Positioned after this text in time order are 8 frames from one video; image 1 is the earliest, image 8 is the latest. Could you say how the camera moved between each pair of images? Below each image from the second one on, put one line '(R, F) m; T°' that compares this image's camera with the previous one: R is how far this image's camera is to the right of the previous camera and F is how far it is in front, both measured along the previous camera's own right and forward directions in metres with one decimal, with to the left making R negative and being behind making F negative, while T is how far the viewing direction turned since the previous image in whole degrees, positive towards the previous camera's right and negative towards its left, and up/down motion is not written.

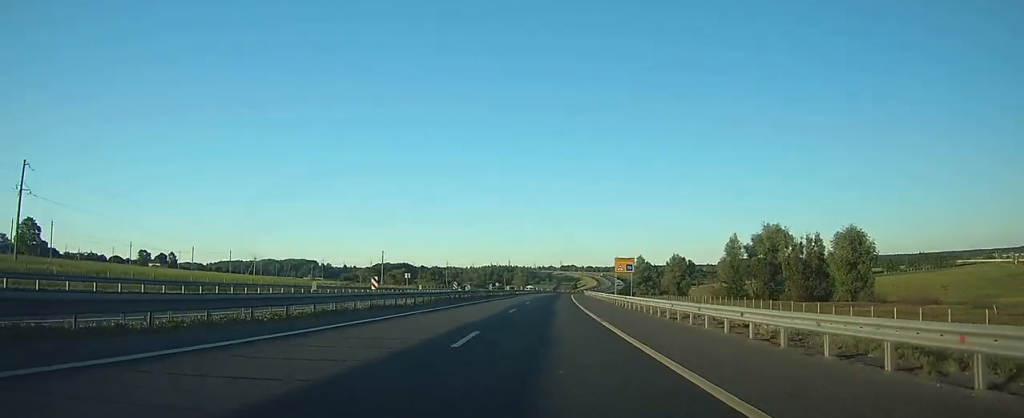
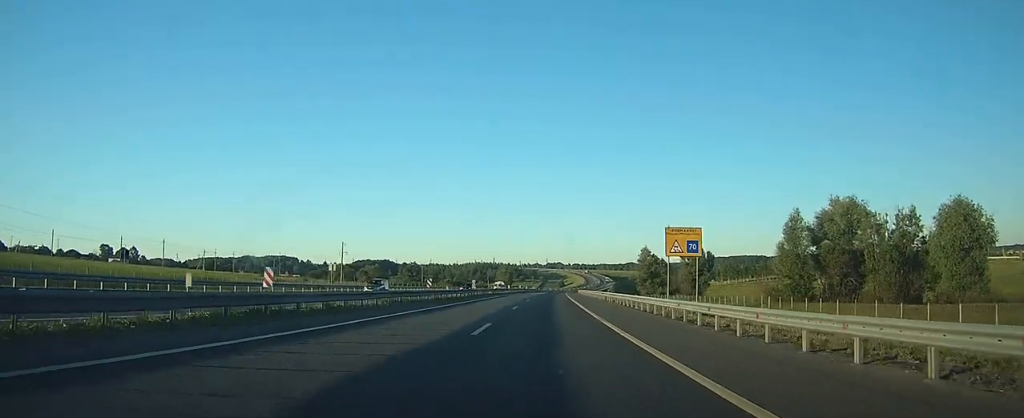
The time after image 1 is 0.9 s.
(+0.3, +29.1) m; +1°
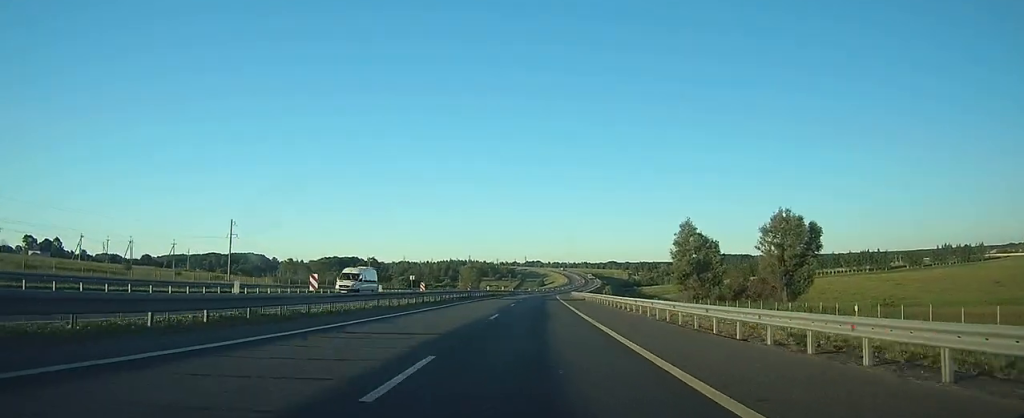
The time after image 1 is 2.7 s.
(+1.3, +56.7) m; +3°
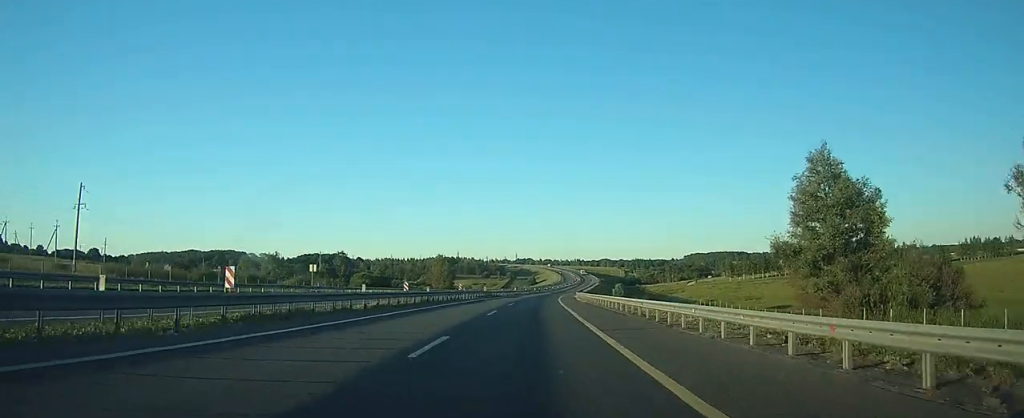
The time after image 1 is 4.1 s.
(+0.6, +44.5) m; +1°
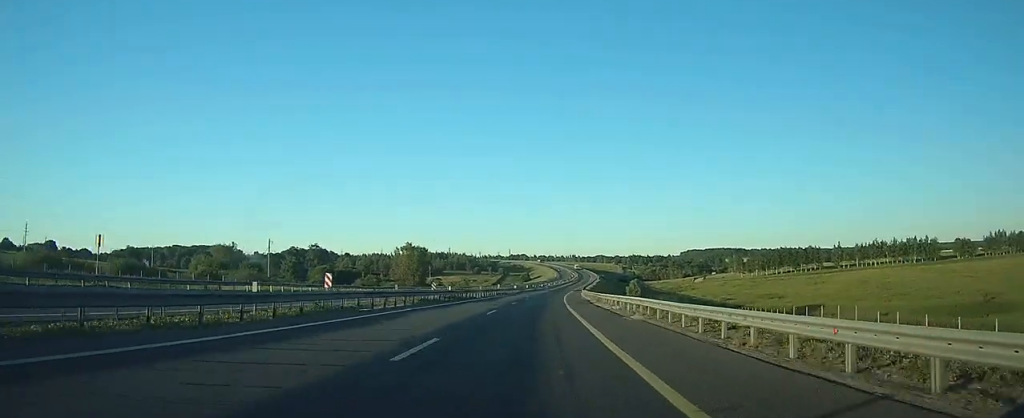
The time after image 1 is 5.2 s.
(+0.3, +32.8) m; +1°
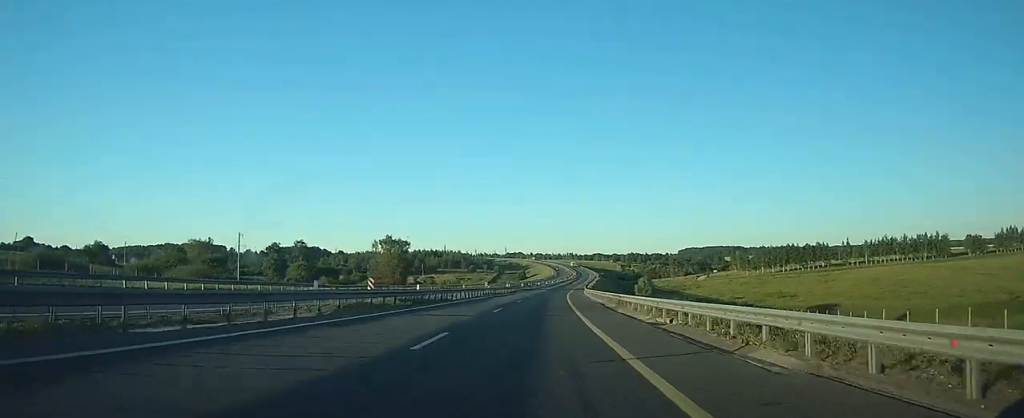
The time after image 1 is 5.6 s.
(0.0, +14.8) m; 0°
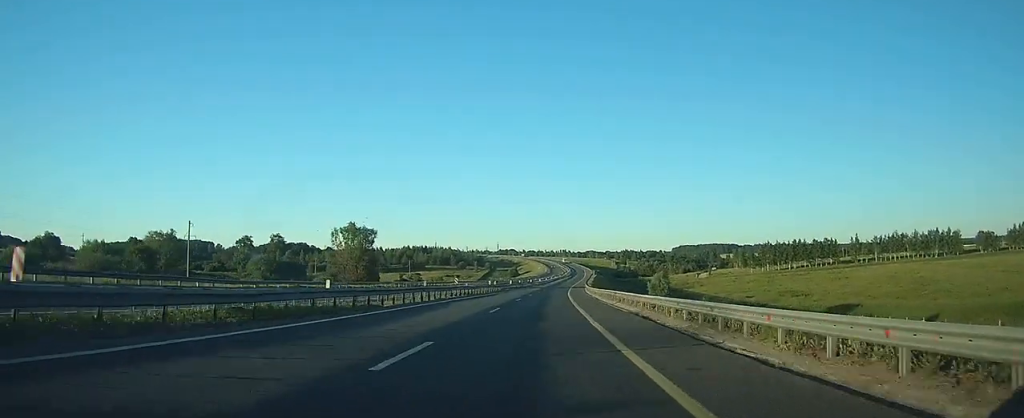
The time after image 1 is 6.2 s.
(+0.1, +18.9) m; 0°
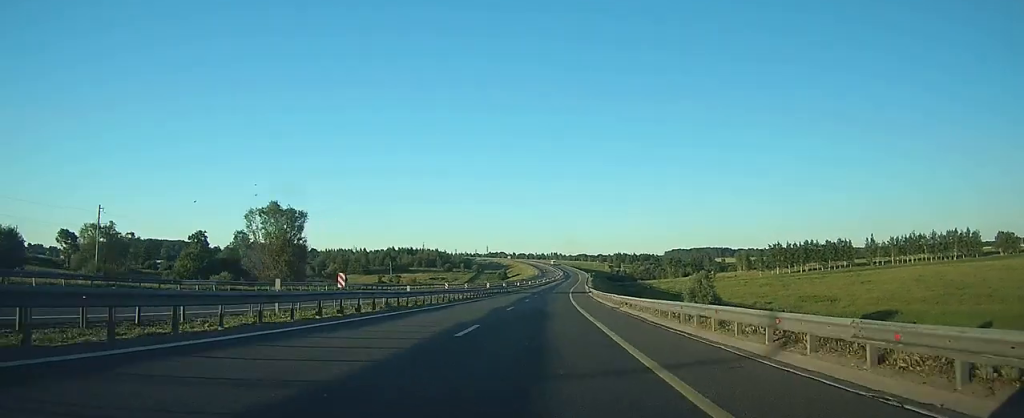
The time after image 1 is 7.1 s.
(+0.2, +26.2) m; +1°
